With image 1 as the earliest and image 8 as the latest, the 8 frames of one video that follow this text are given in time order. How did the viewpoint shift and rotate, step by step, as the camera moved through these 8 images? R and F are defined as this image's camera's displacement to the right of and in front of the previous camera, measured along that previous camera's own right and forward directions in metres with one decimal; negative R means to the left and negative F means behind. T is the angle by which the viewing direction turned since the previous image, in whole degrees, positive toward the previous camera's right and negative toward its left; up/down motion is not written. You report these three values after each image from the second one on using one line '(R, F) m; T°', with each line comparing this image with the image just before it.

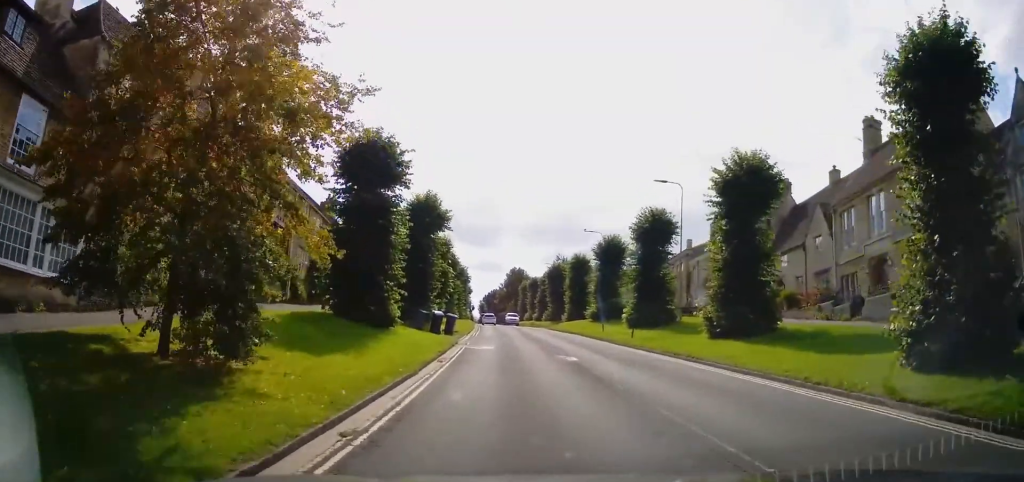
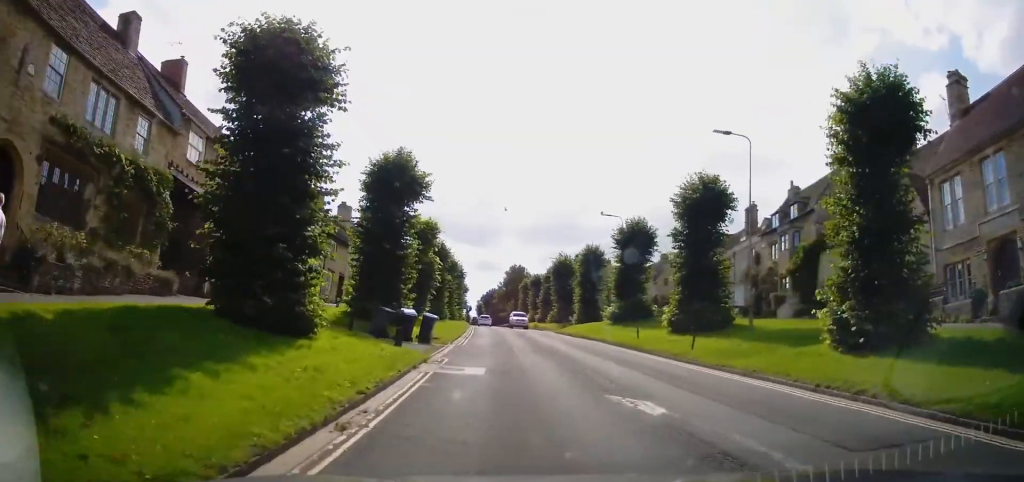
(0.0, +9.5) m; 0°
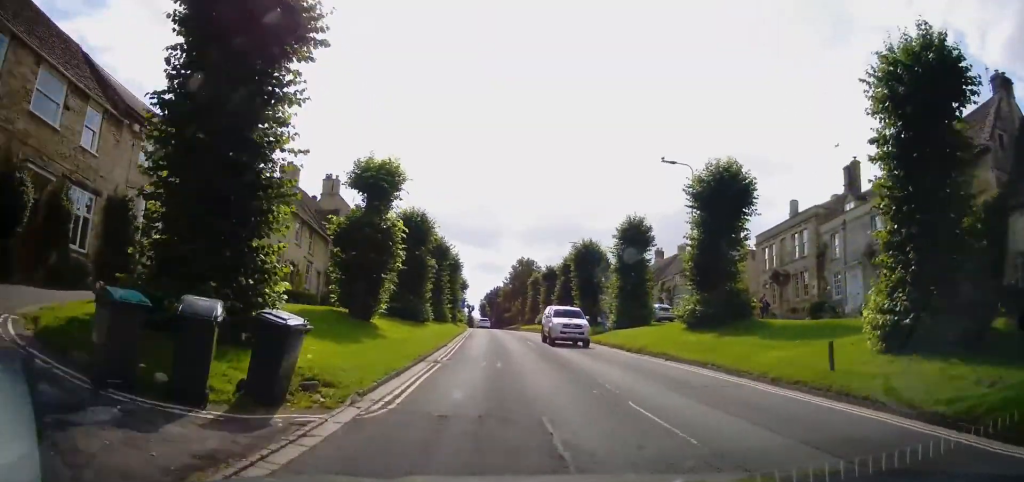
(-0.1, +16.1) m; 0°
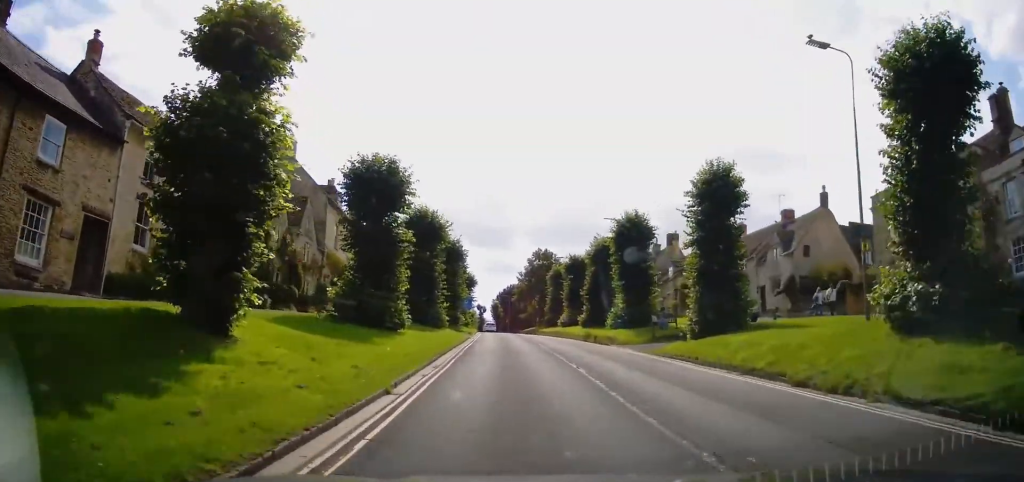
(+0.2, +13.9) m; +1°
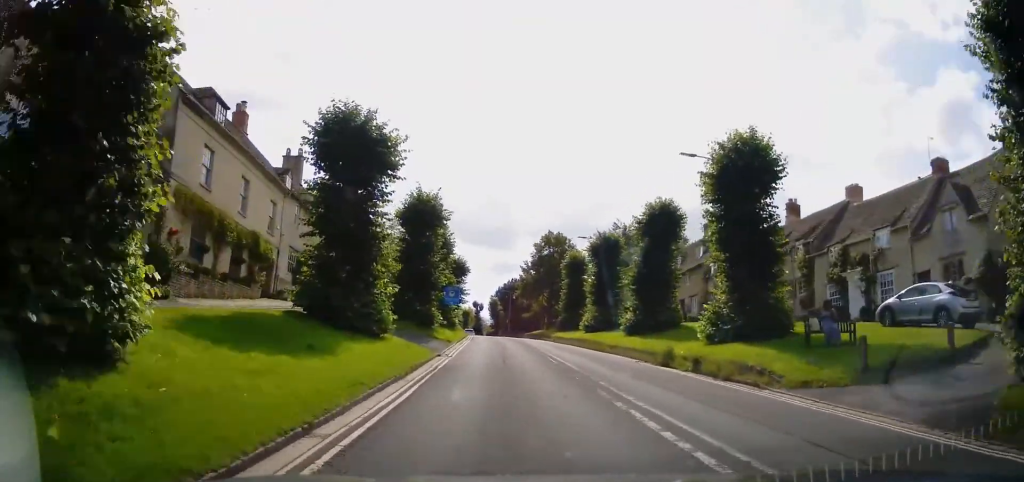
(-0.4, +18.0) m; -3°
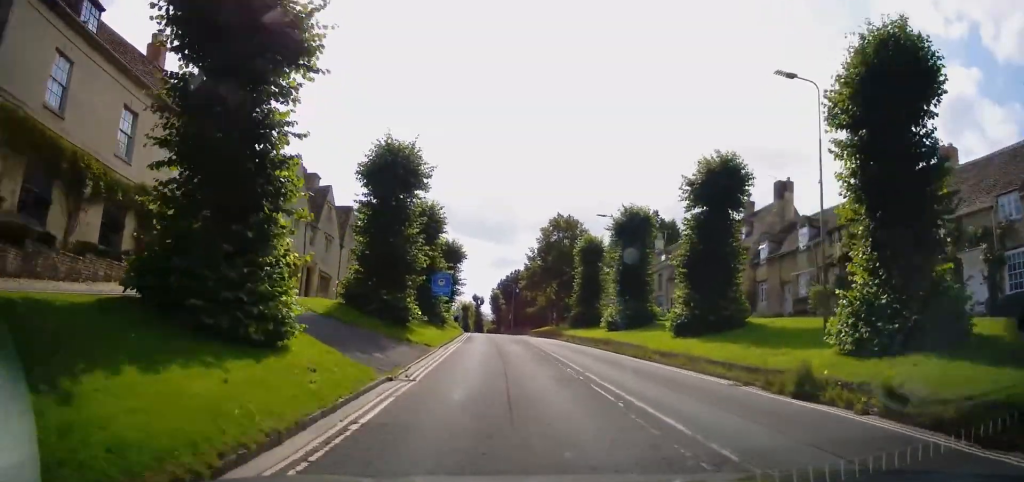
(-0.3, +9.2) m; +1°
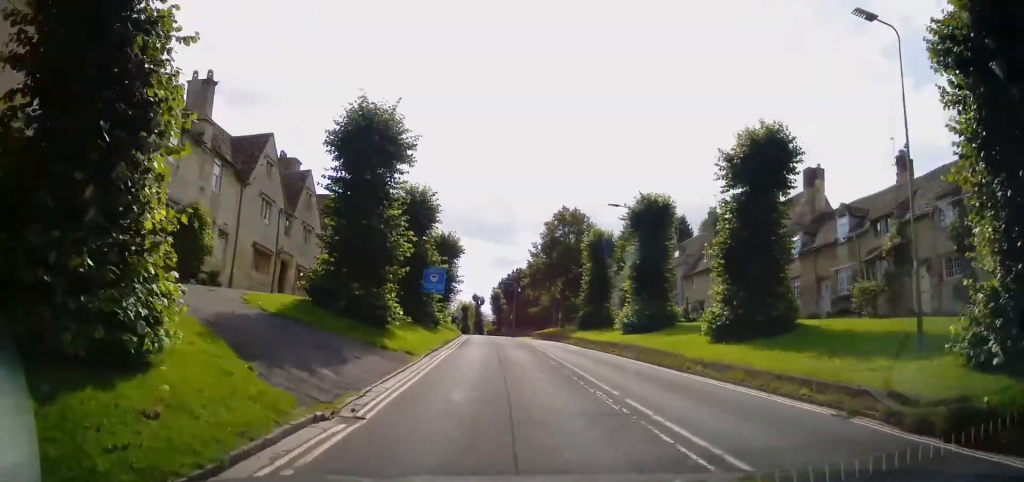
(+0.2, +4.3) m; 0°
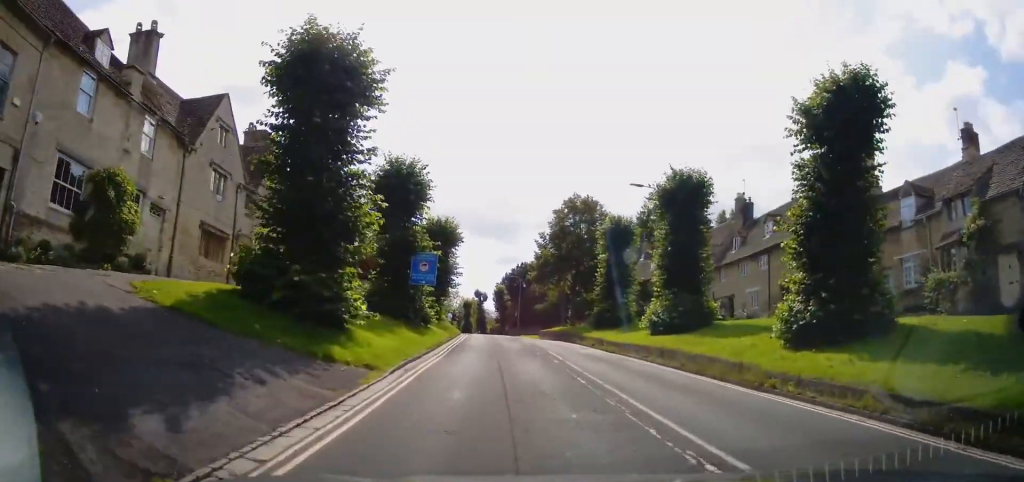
(+0.2, +5.6) m; 0°
